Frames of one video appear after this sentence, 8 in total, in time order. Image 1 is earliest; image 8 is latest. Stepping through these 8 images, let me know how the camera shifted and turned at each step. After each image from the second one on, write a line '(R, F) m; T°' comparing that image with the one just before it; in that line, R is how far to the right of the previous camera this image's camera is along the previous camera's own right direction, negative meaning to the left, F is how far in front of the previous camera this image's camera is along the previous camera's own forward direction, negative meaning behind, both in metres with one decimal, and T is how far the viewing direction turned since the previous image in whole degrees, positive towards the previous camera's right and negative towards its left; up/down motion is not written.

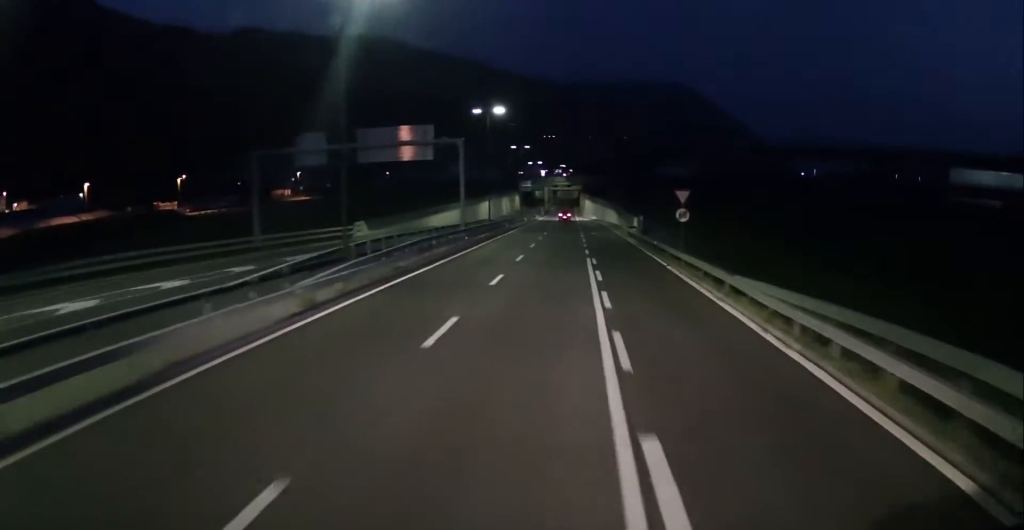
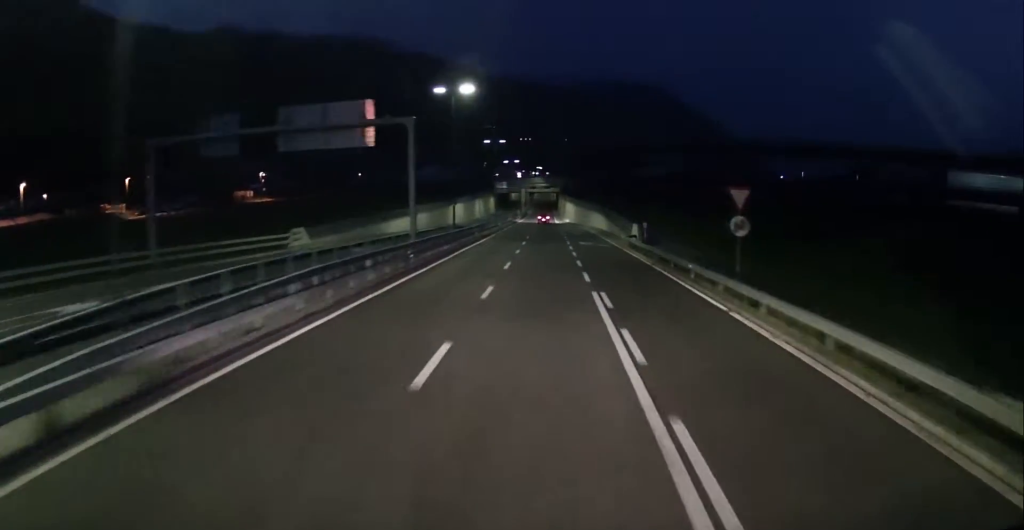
(0.0, +10.4) m; +2°
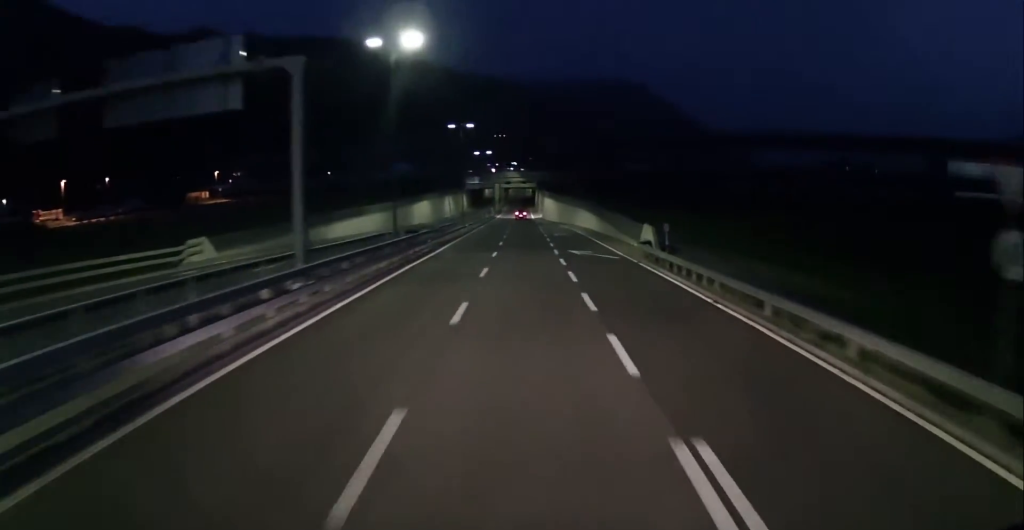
(+0.6, +12.0) m; +4°
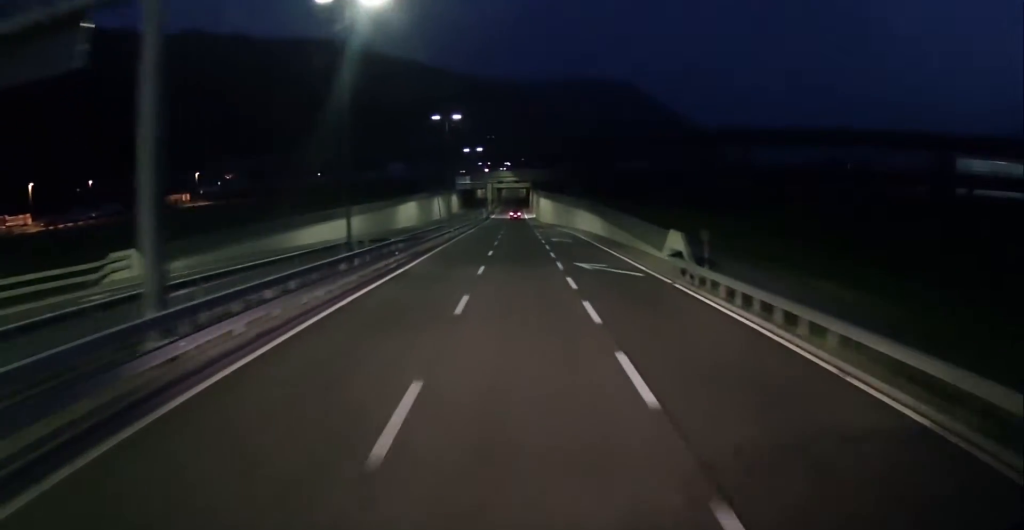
(+0.3, +6.8) m; +1°
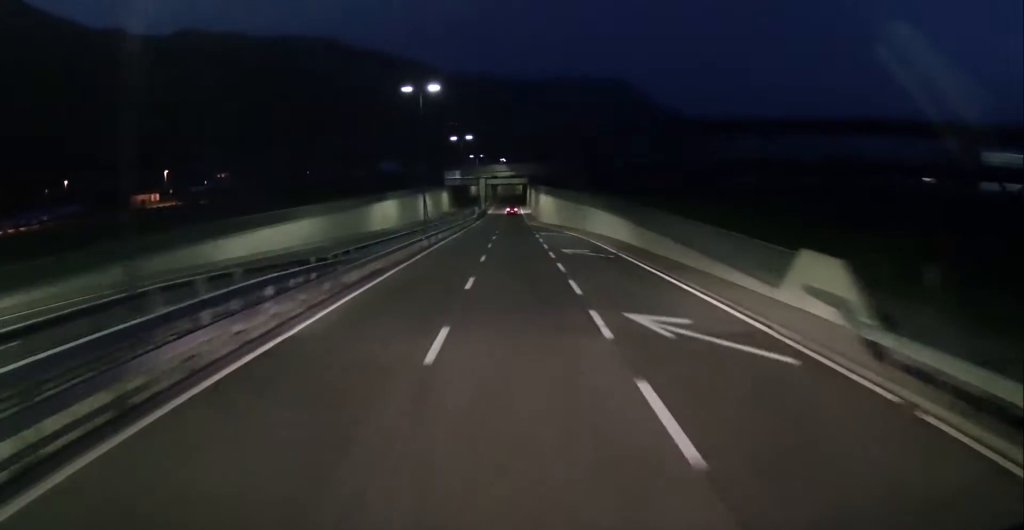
(-0.2, +12.9) m; 0°
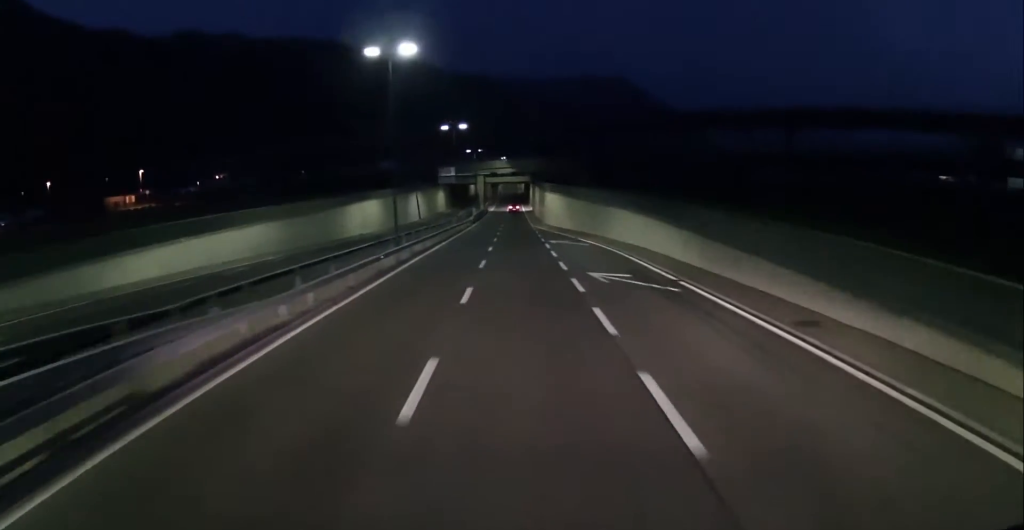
(+0.1, +11.0) m; 0°
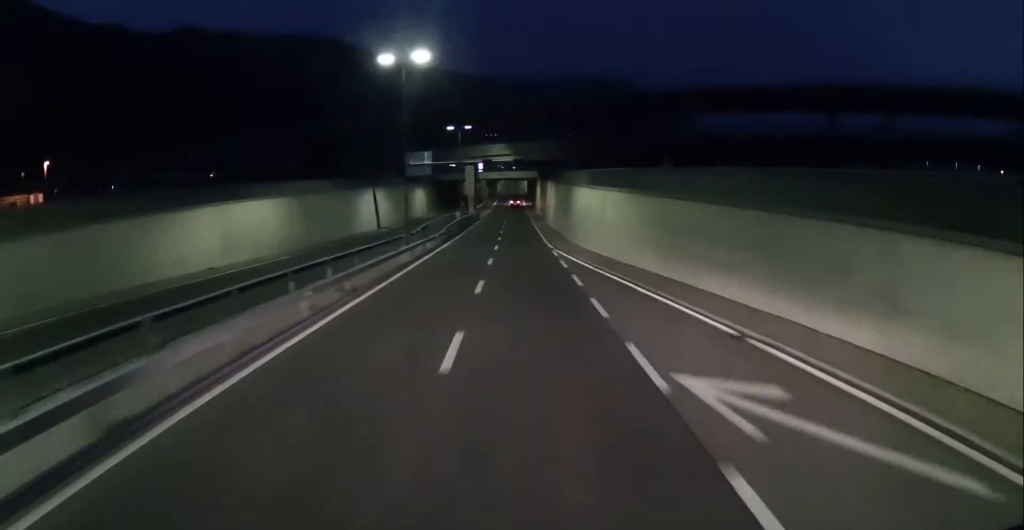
(+0.6, +31.5) m; +2°
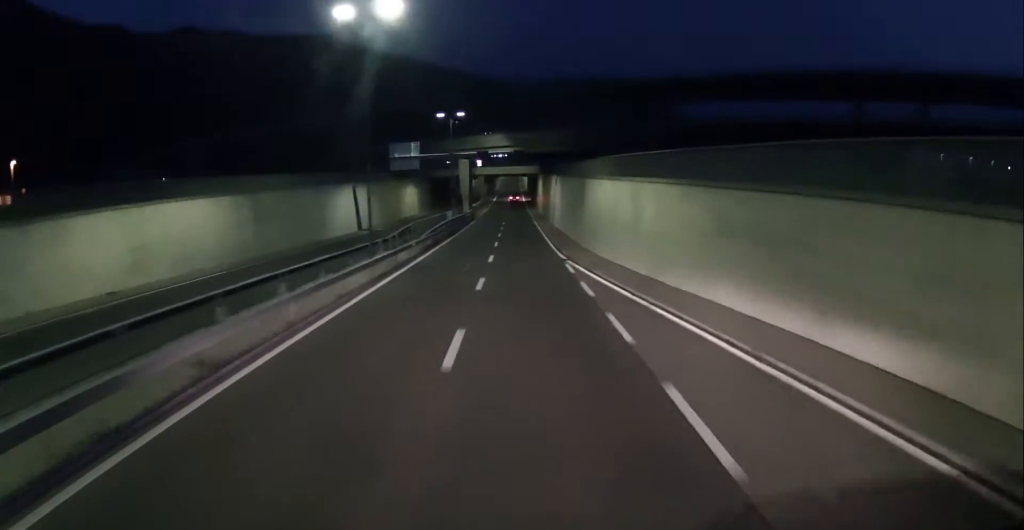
(+0.2, +8.4) m; 0°
